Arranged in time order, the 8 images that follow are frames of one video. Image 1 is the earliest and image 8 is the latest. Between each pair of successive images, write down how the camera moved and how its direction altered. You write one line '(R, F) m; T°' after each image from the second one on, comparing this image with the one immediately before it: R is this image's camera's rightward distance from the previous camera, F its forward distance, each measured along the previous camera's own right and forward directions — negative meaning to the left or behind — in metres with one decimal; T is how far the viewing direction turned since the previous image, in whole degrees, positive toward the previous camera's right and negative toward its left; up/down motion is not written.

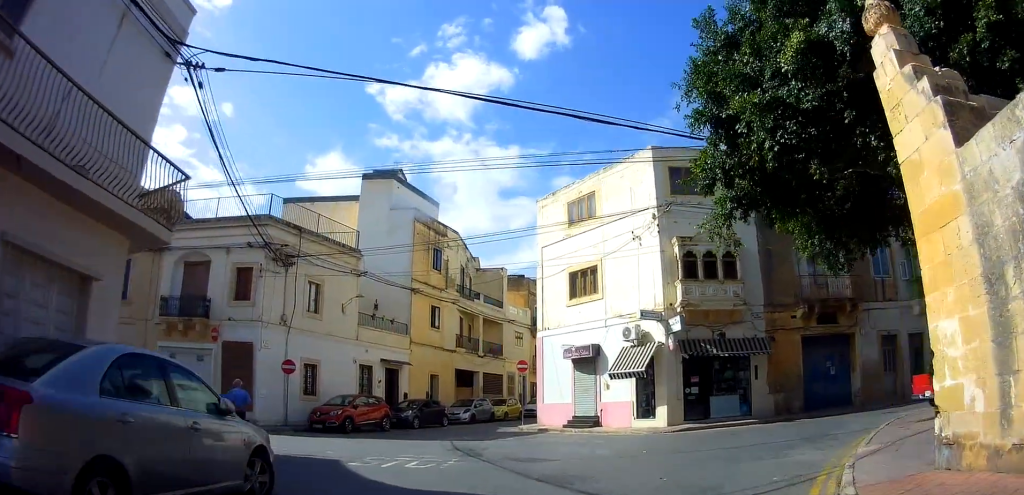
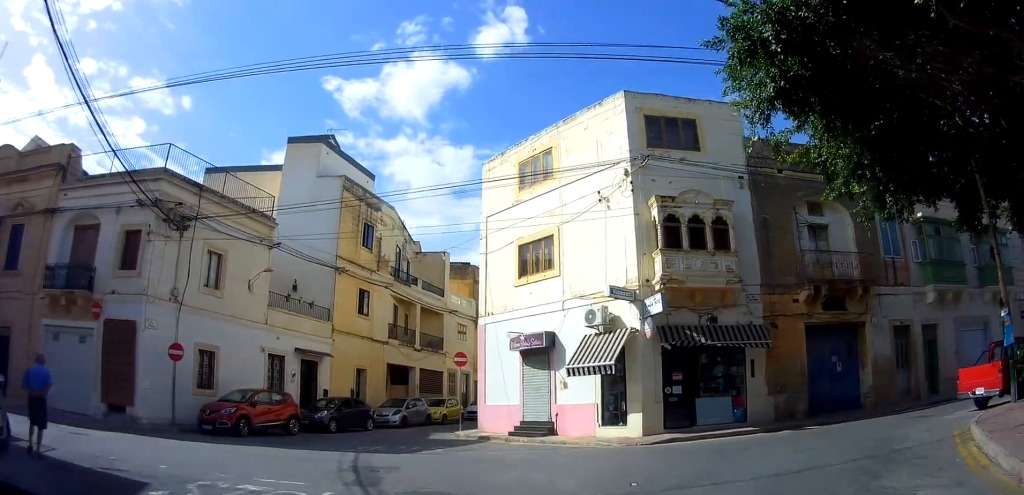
(+0.5, +5.1) m; +14°
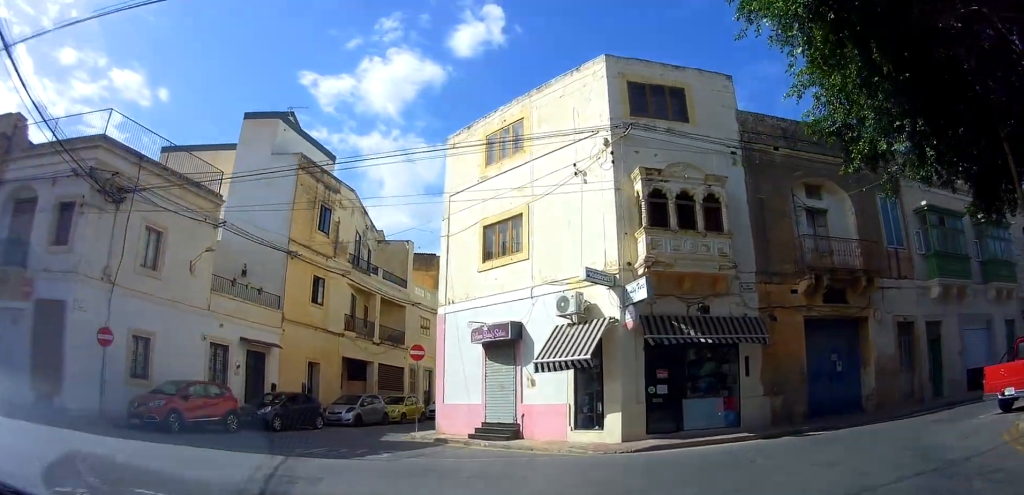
(+0.2, +2.4) m; +4°
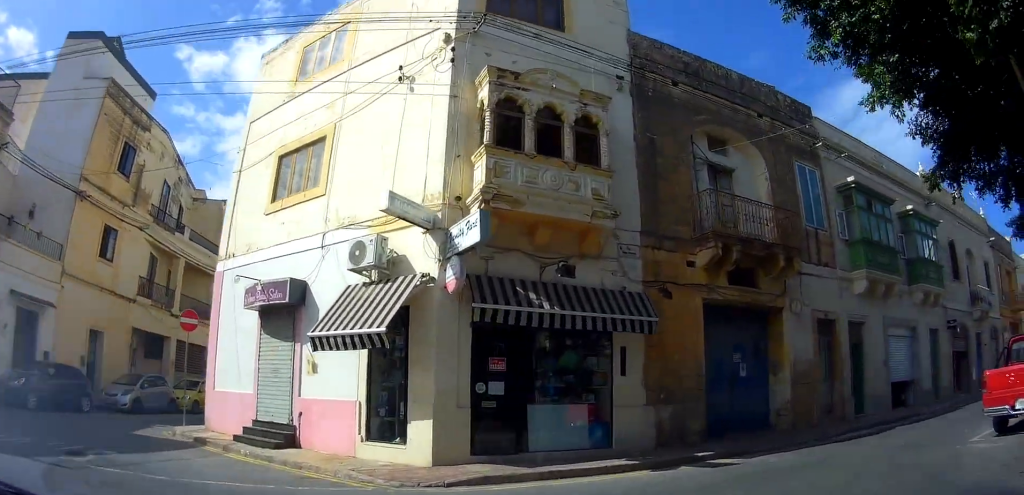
(+0.3, +5.0) m; +11°
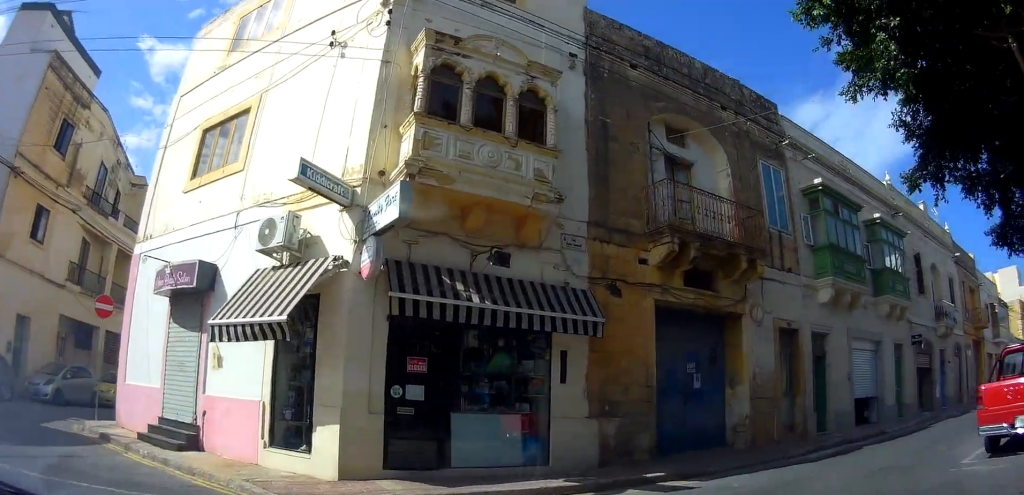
(+0.2, +1.3) m; +6°
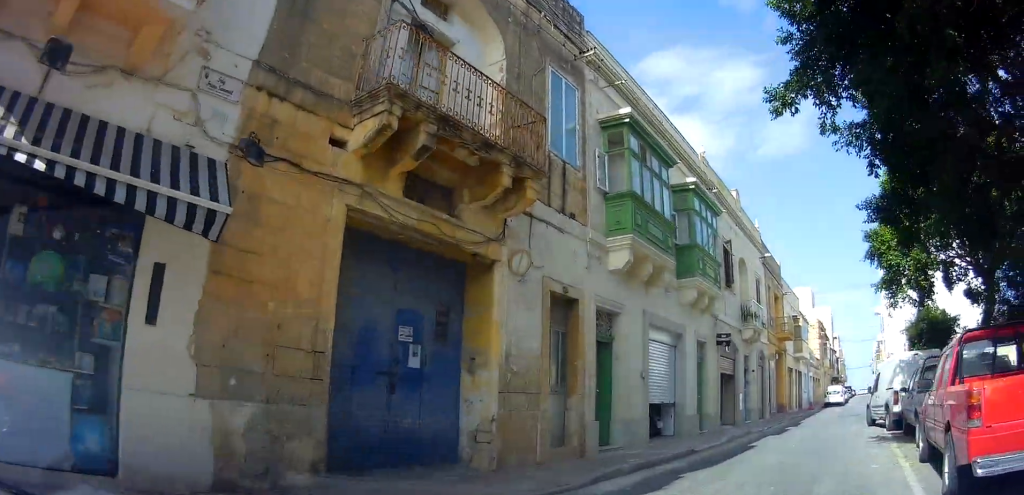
(+0.6, +3.6) m; +24°
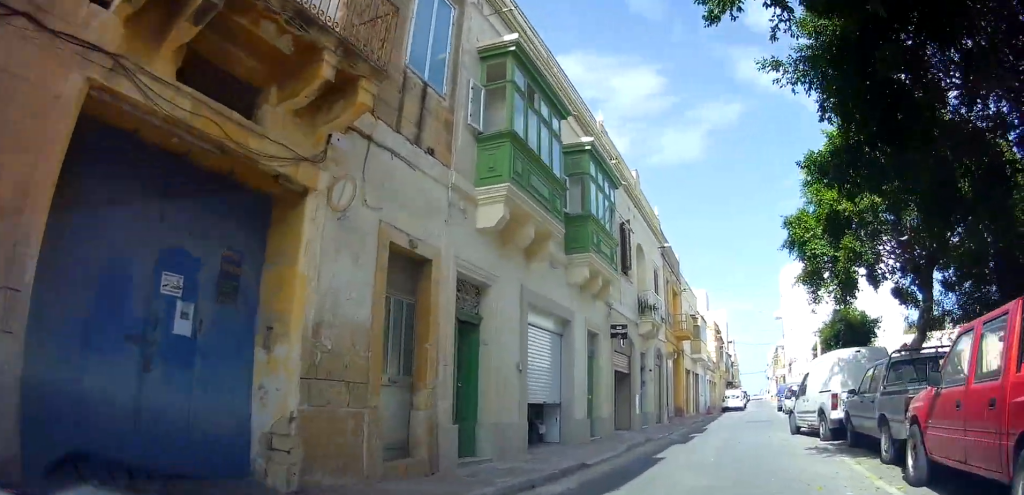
(+0.2, +1.8) m; +10°
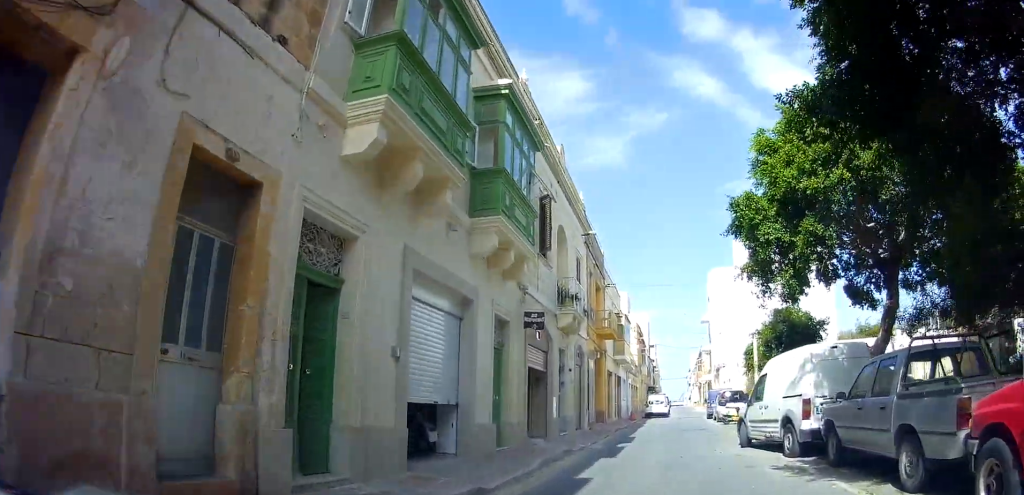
(+0.3, +1.7) m; +7°
